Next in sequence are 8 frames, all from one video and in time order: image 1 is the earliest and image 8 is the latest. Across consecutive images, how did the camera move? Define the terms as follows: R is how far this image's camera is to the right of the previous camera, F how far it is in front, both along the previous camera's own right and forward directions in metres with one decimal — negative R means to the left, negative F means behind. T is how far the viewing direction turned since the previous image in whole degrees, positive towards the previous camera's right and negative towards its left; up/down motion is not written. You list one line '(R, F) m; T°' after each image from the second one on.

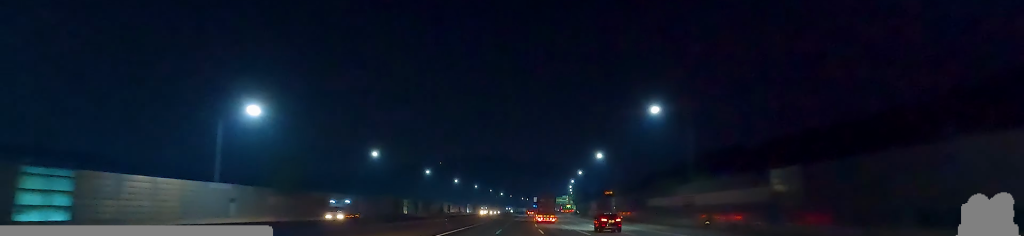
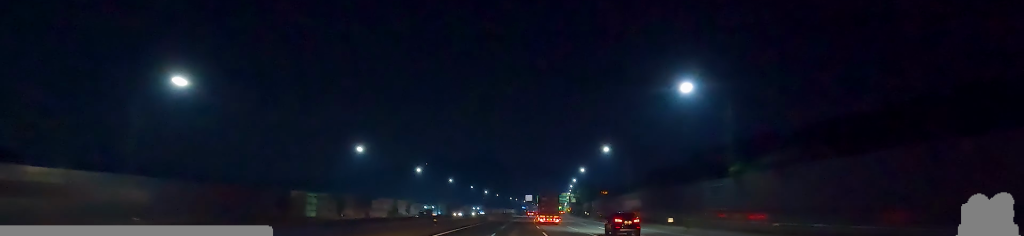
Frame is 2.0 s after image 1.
(+0.3, +56.1) m; +2°
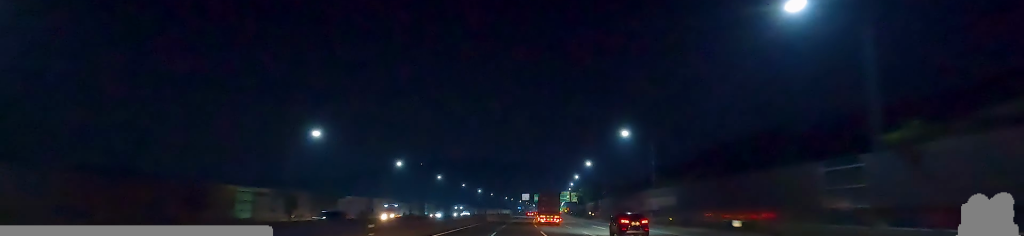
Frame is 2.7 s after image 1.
(+0.4, +18.5) m; 0°
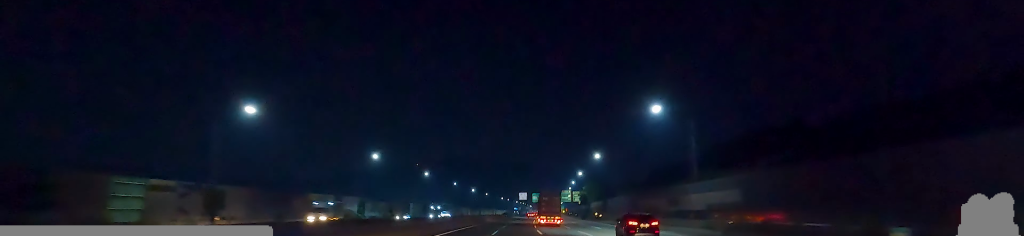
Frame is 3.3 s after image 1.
(-0.2, +17.5) m; -2°
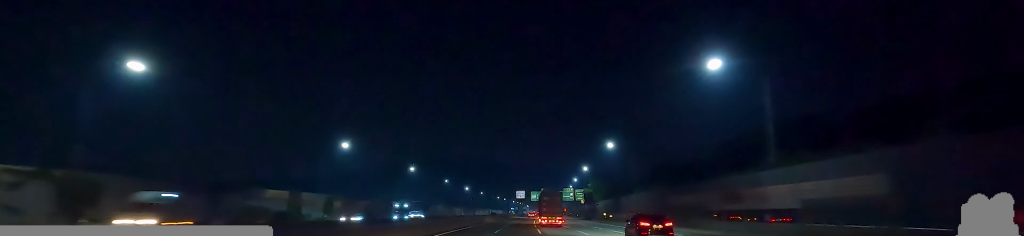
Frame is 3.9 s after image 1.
(-0.3, +16.4) m; 0°
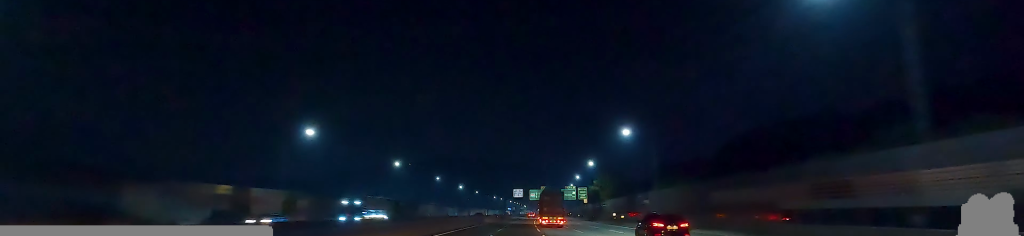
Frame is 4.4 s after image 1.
(-0.3, +13.6) m; 0°
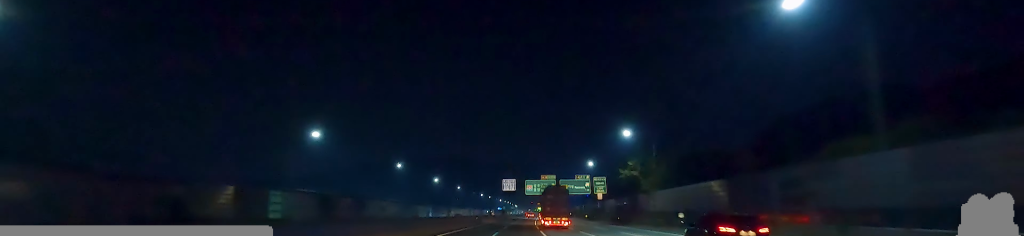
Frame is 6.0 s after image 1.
(+1.8, +43.4) m; +4°
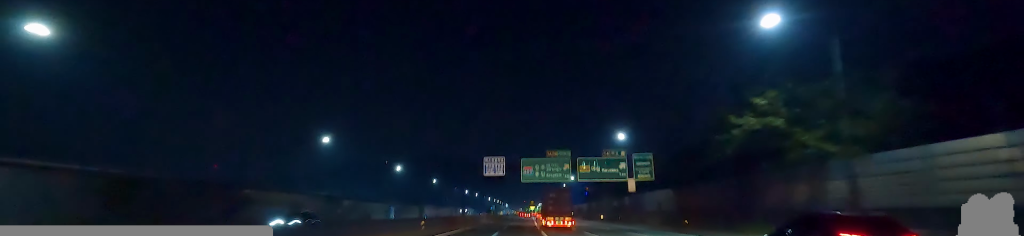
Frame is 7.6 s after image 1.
(+0.3, +41.5) m; 0°
